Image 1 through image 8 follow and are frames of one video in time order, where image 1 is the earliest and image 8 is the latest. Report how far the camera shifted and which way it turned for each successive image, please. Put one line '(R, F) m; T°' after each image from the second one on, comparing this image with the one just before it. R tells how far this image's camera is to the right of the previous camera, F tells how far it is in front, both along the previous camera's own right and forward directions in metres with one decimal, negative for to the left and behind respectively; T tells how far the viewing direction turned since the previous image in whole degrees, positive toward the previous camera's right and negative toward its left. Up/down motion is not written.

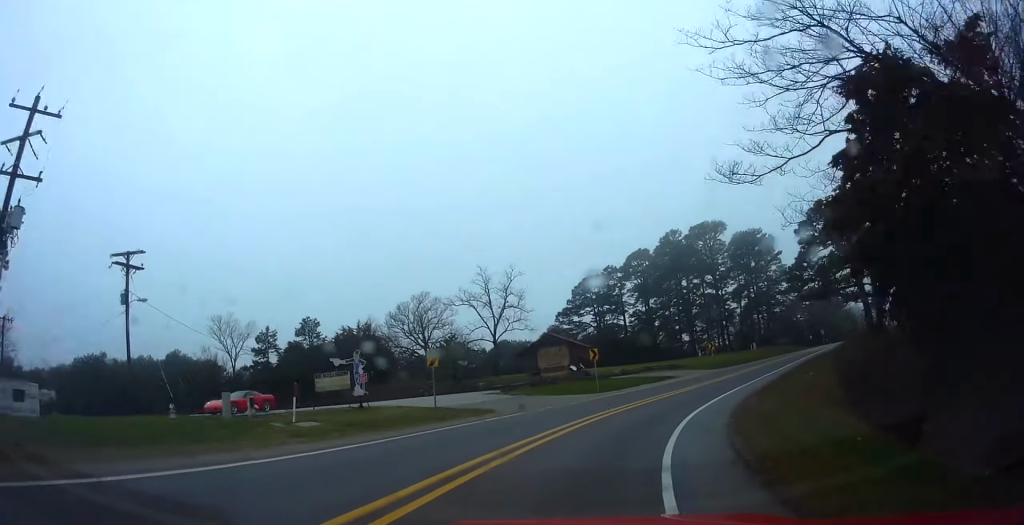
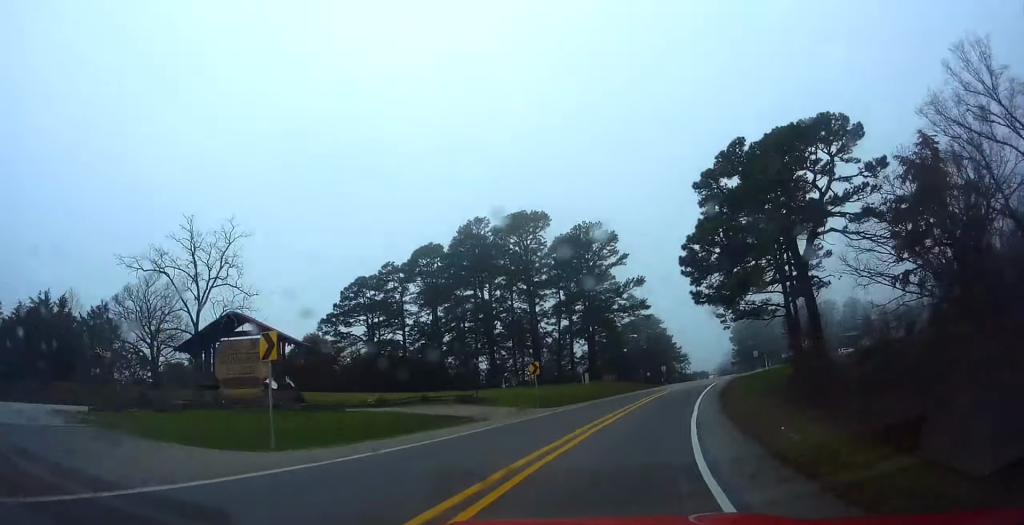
(+2.9, +25.2) m; +13°
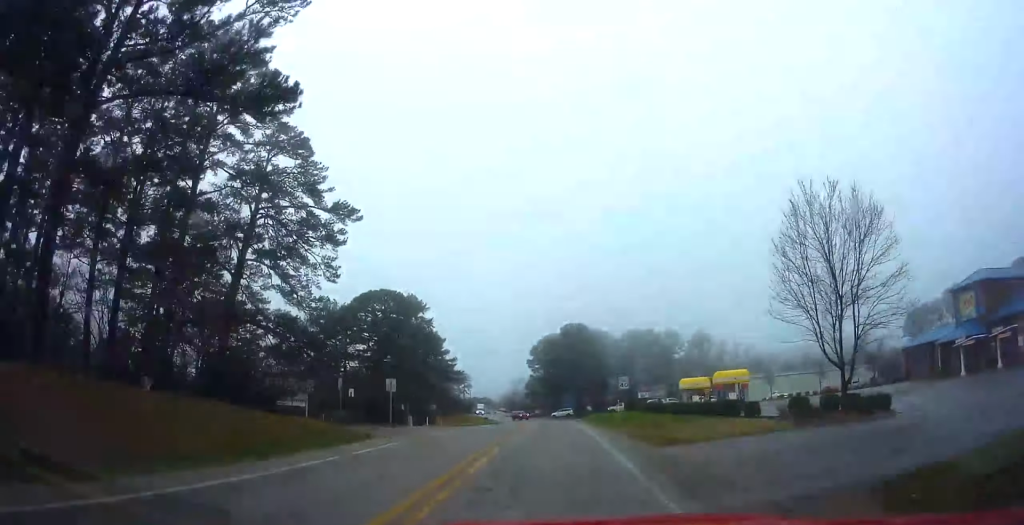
(+12.7, +50.1) m; +26°
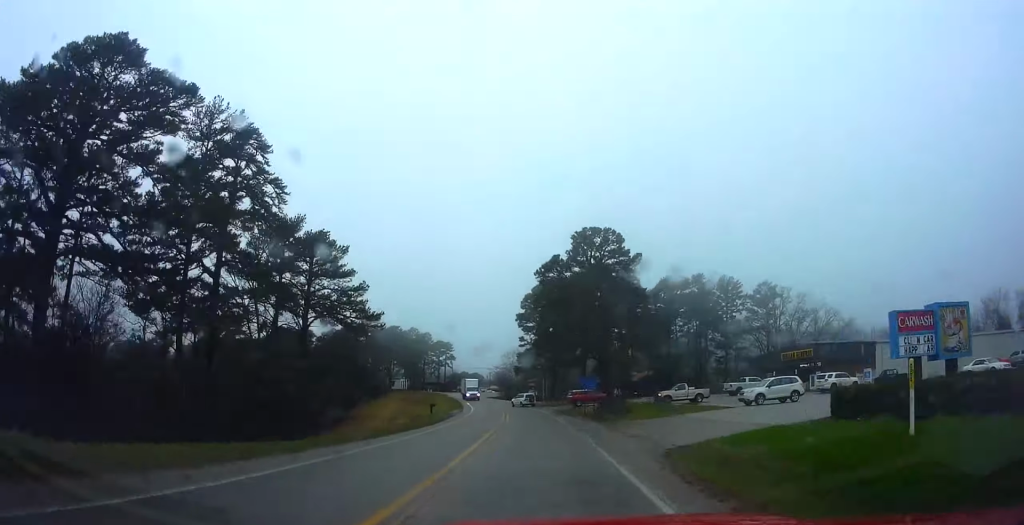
(+8.5, +44.7) m; +13°
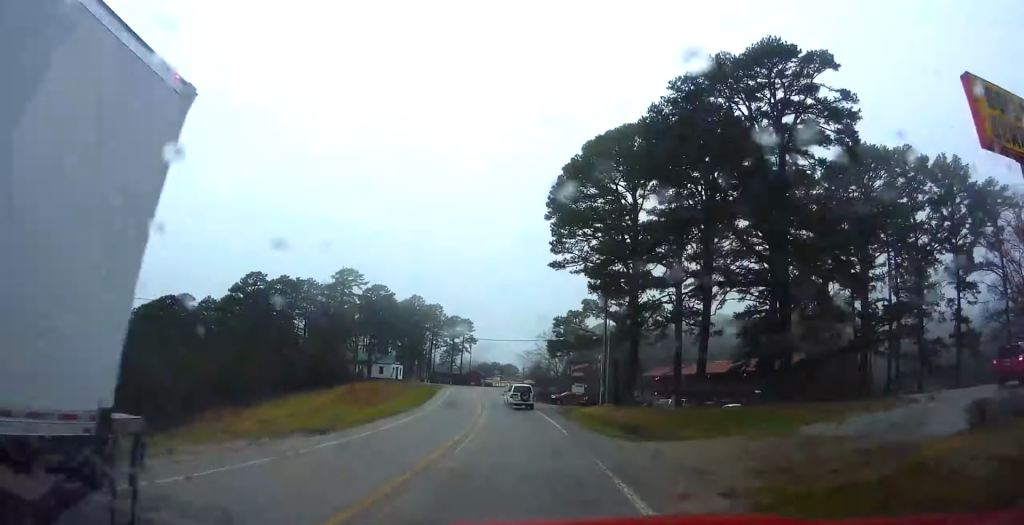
(+2.5, +49.9) m; -1°
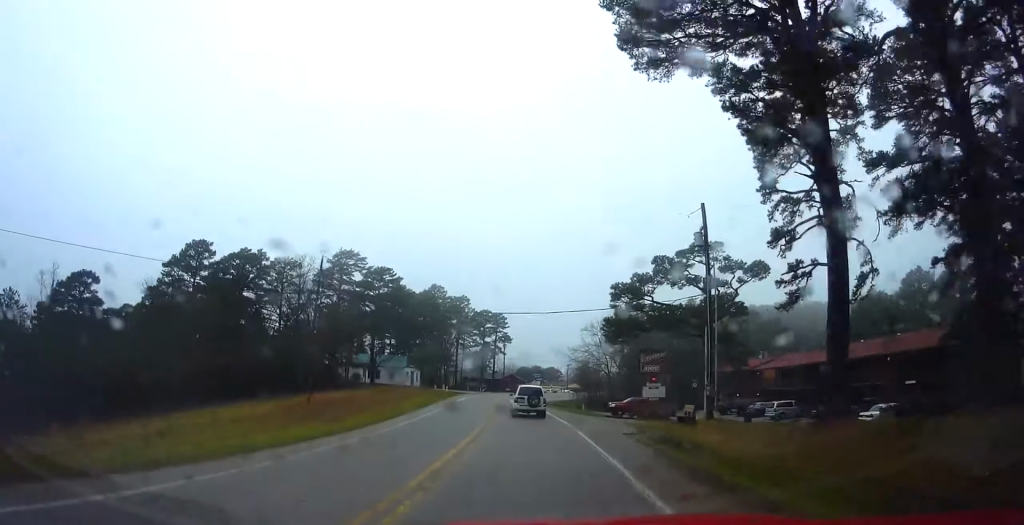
(-1.1, +24.6) m; -3°
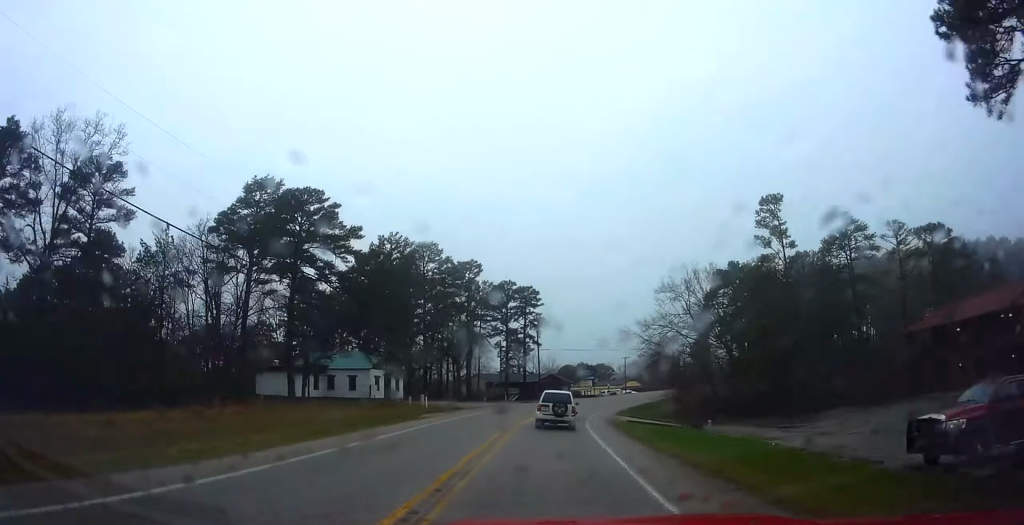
(-2.8, +45.4) m; -3°
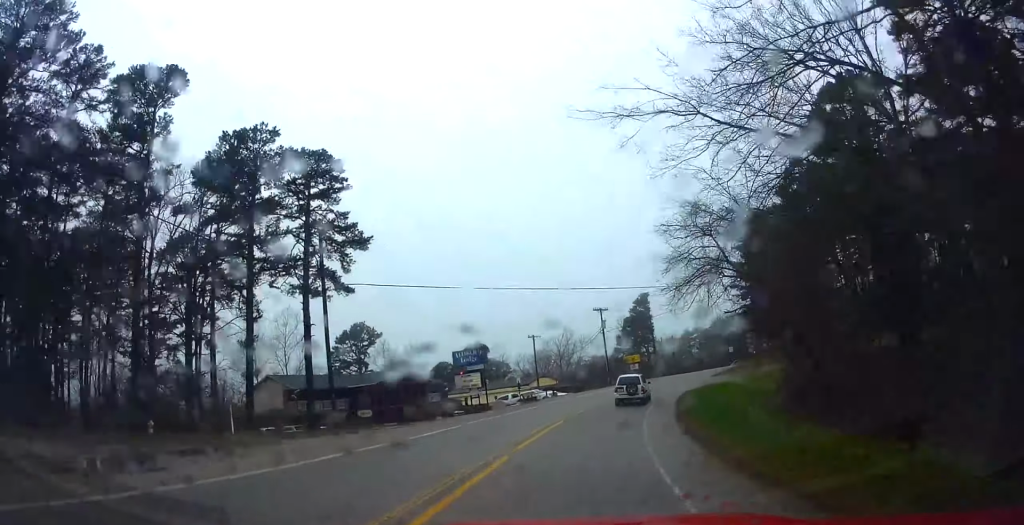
(+2.0, +64.1) m; +11°
